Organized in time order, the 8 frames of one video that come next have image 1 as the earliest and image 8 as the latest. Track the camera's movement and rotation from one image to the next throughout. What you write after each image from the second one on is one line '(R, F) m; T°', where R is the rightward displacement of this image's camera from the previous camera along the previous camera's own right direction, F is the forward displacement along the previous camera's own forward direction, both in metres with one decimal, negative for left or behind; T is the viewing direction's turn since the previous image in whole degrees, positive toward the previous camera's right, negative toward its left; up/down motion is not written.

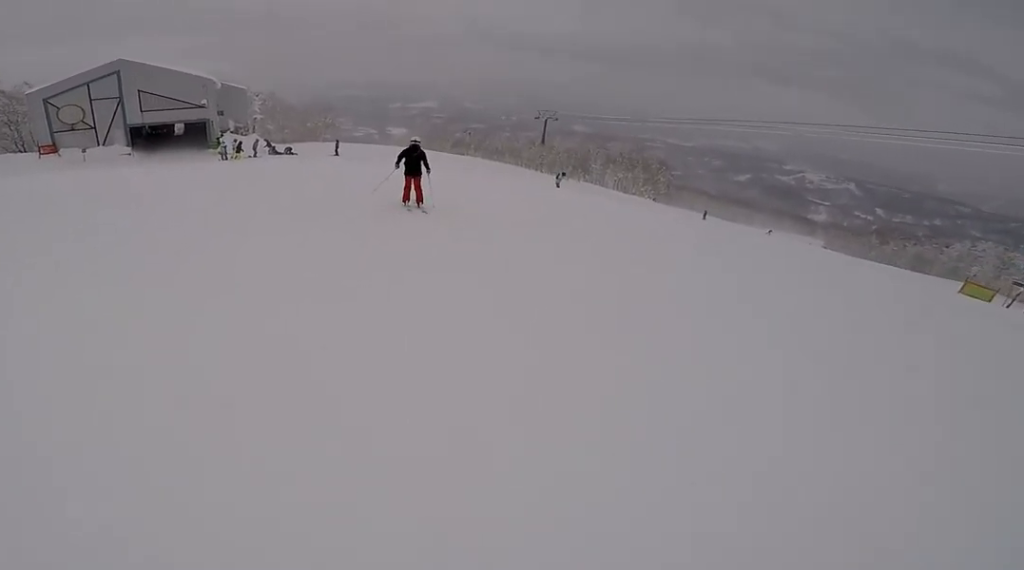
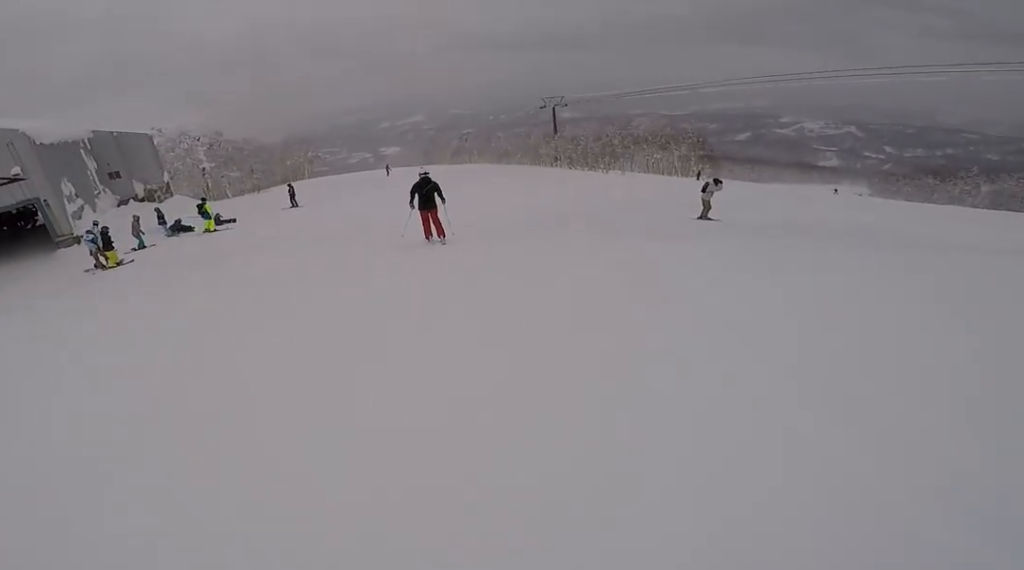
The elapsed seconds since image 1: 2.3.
(-0.2, +18.5) m; -3°
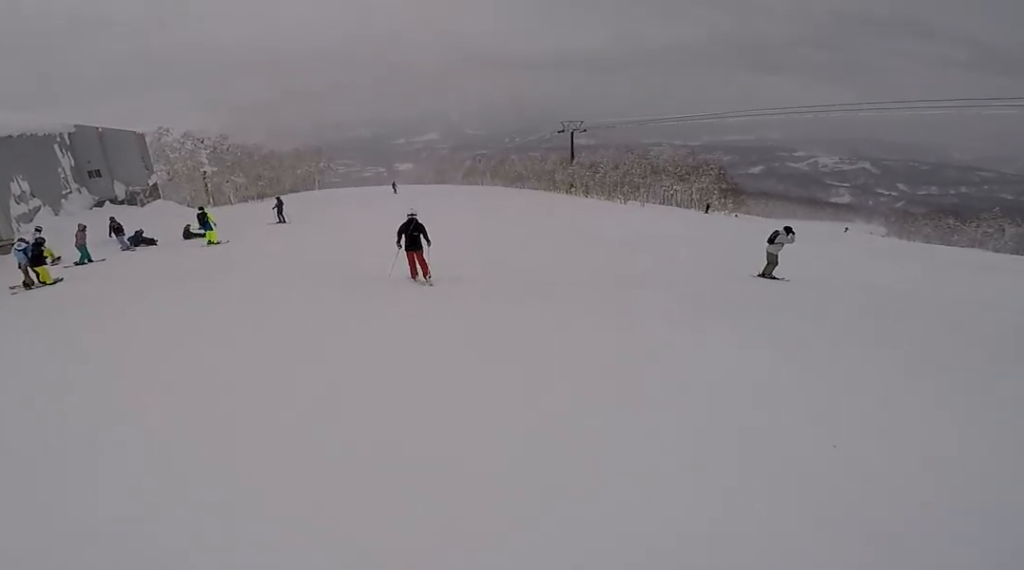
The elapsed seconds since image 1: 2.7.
(0.0, +4.2) m; -5°
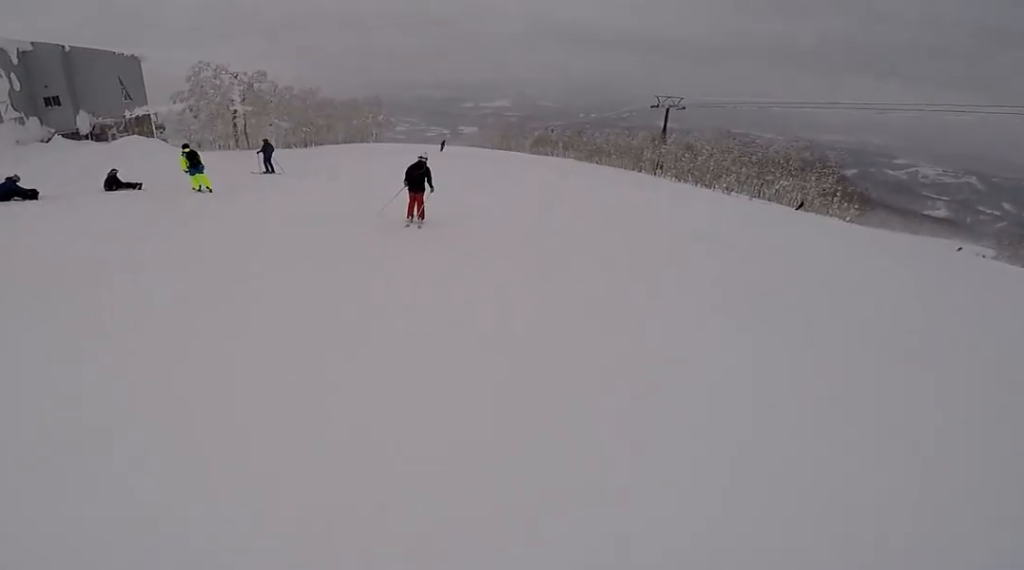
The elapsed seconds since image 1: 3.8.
(-1.0, +9.3) m; -3°
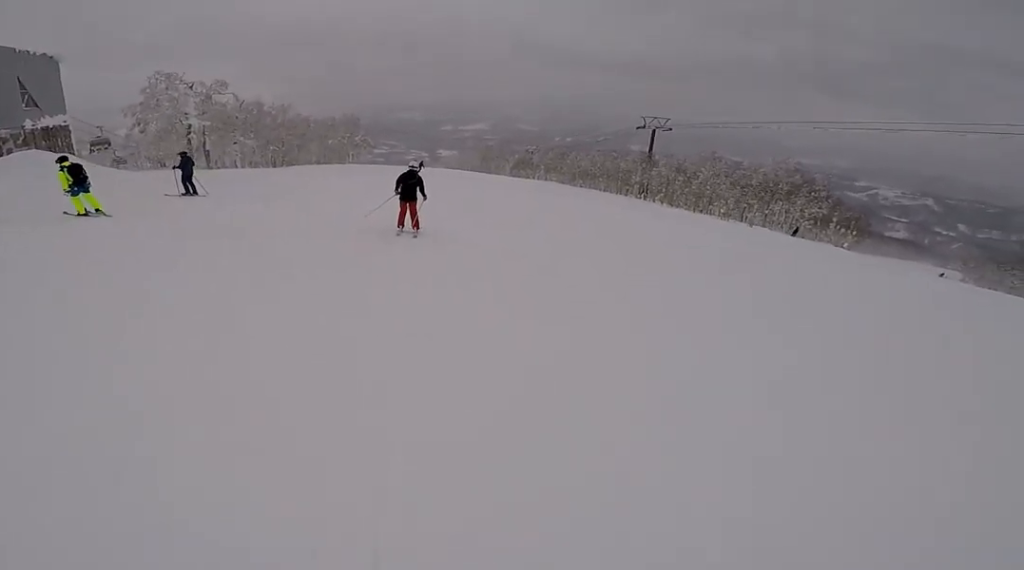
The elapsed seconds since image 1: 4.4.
(+0.2, +5.0) m; 0°
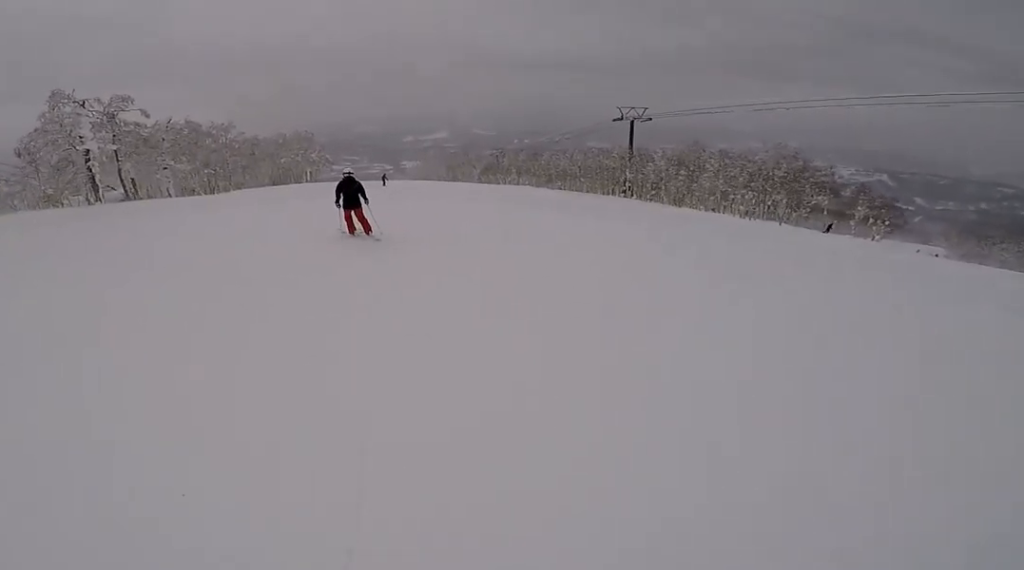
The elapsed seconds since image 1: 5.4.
(+0.3, +8.7) m; -2°
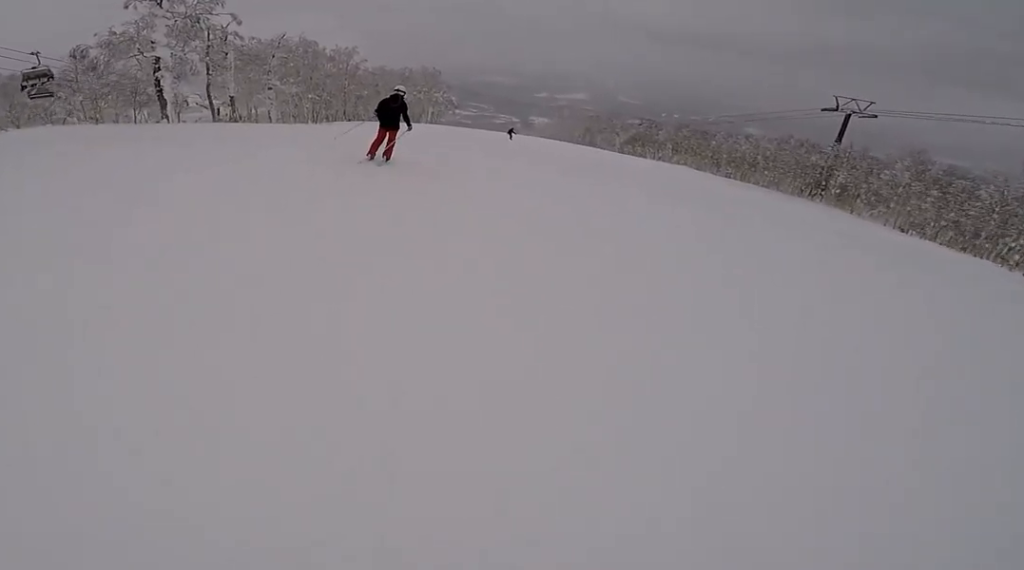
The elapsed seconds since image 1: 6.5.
(-0.6, +8.9) m; -4°
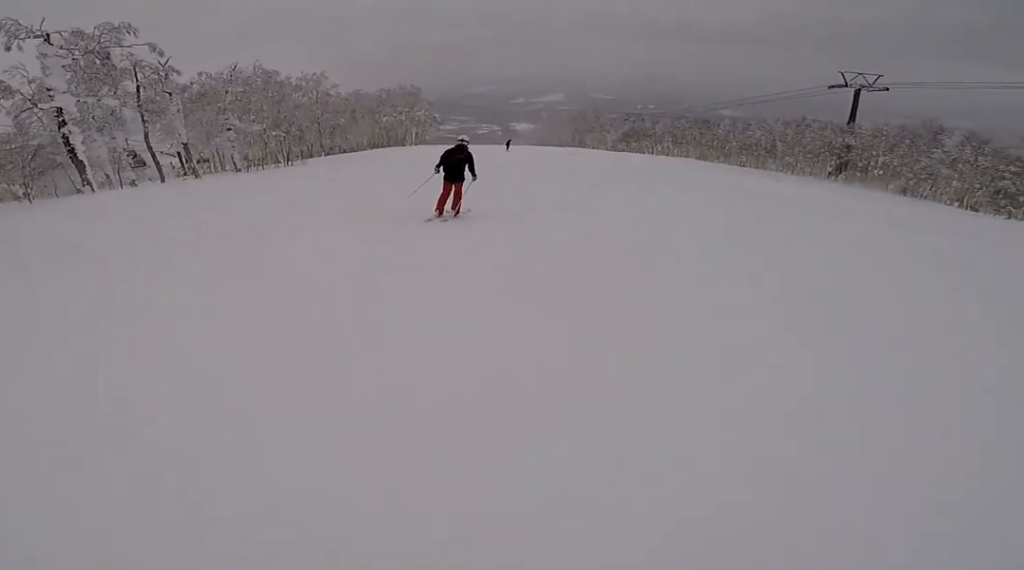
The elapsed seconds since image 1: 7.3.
(-0.1, +7.0) m; +4°
